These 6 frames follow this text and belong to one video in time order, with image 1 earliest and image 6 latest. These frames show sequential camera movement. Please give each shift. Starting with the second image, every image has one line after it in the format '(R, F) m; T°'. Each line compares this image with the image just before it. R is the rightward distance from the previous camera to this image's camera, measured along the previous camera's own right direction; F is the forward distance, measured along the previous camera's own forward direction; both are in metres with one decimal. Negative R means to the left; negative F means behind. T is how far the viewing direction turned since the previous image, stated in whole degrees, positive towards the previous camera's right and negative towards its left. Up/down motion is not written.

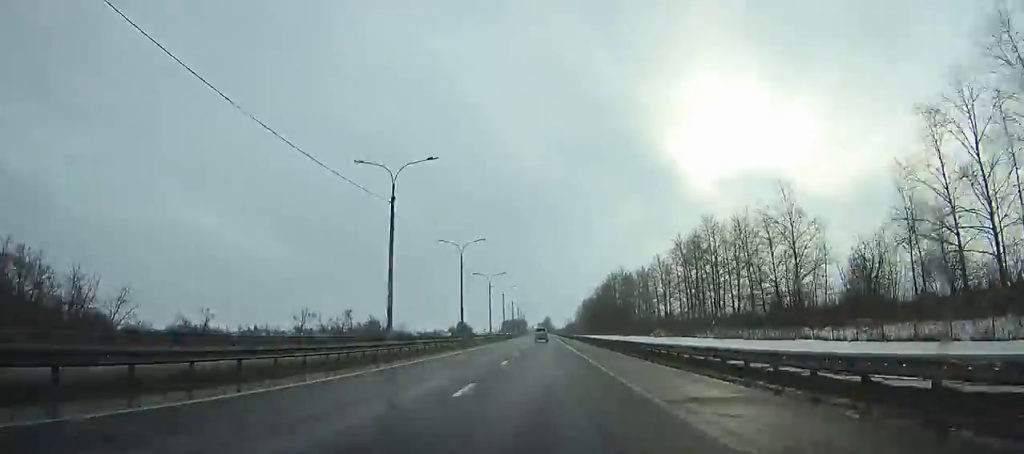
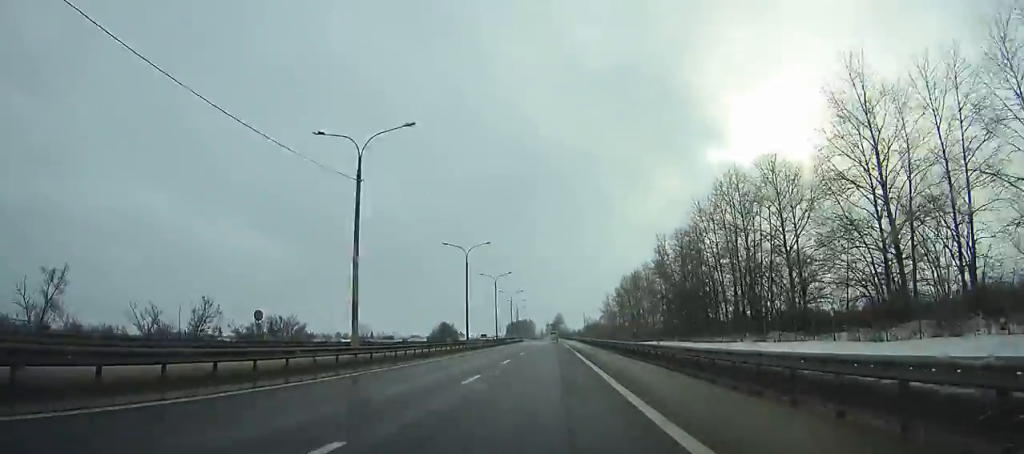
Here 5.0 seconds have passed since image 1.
(-0.9, +128.2) m; -1°
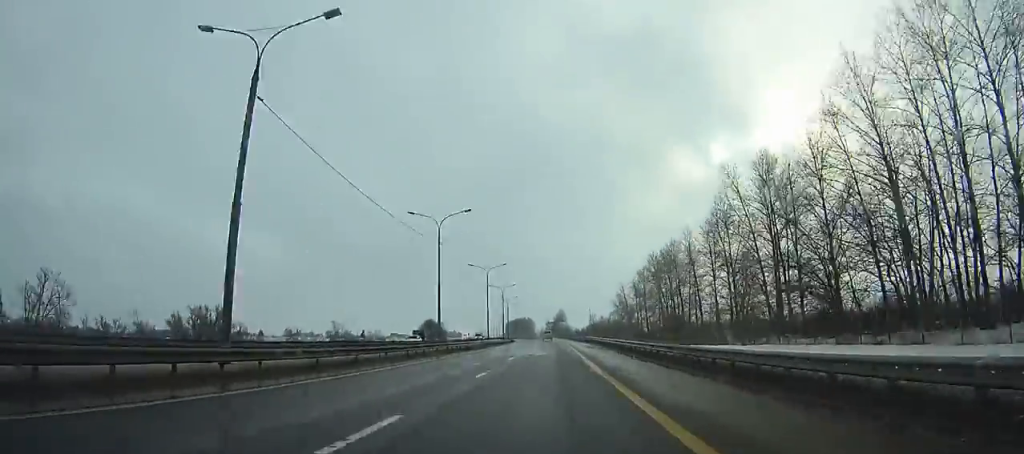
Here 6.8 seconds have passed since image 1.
(+0.1, +46.4) m; -1°
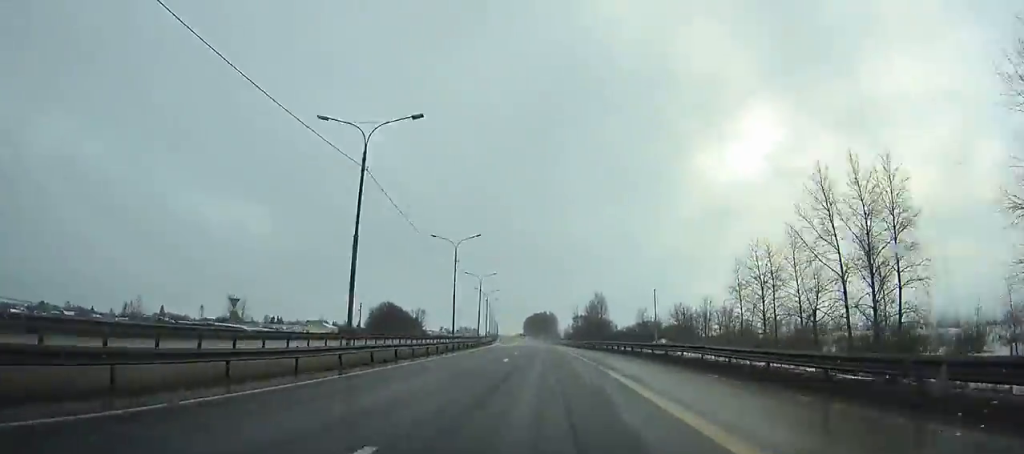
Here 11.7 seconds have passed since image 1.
(-3.1, +124.7) m; -3°
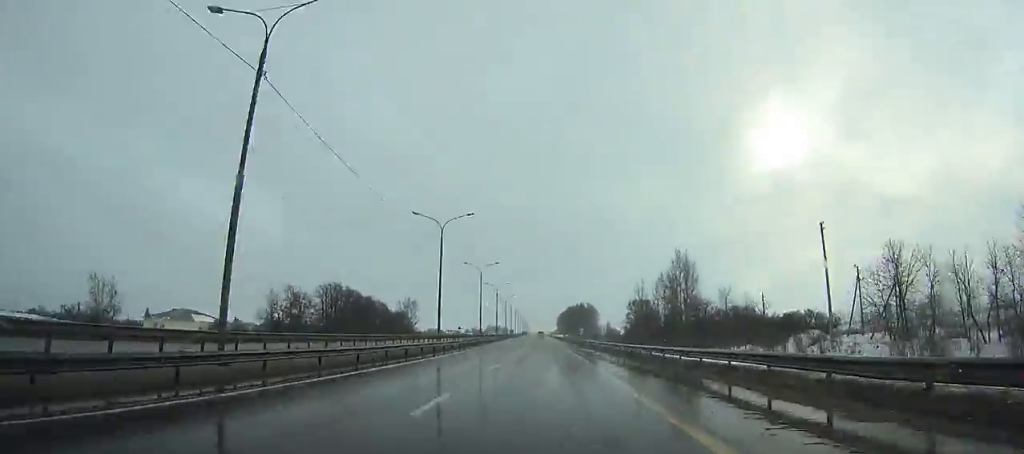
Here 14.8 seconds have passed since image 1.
(-1.4, +76.4) m; -2°
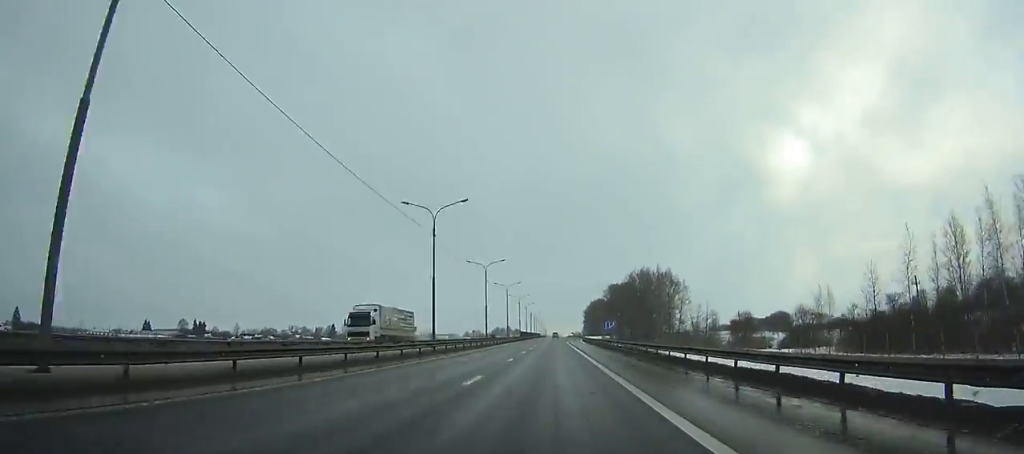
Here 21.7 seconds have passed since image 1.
(-4.4, +170.9) m; -2°
